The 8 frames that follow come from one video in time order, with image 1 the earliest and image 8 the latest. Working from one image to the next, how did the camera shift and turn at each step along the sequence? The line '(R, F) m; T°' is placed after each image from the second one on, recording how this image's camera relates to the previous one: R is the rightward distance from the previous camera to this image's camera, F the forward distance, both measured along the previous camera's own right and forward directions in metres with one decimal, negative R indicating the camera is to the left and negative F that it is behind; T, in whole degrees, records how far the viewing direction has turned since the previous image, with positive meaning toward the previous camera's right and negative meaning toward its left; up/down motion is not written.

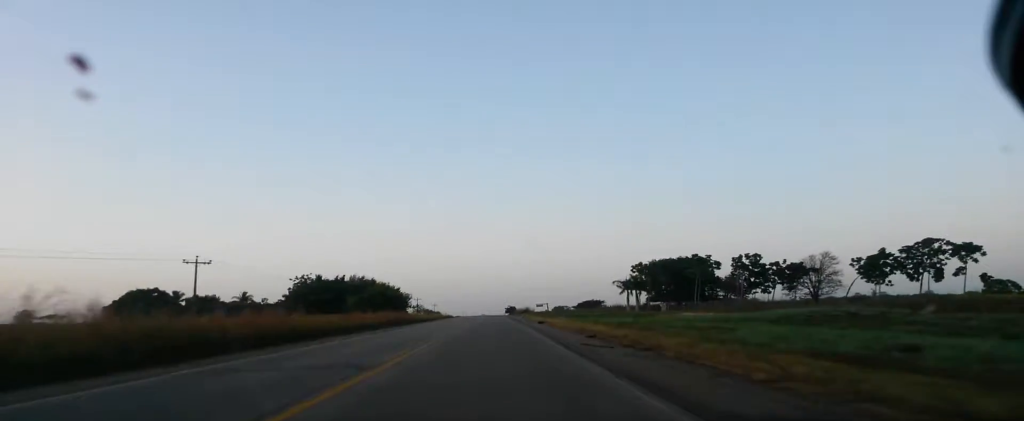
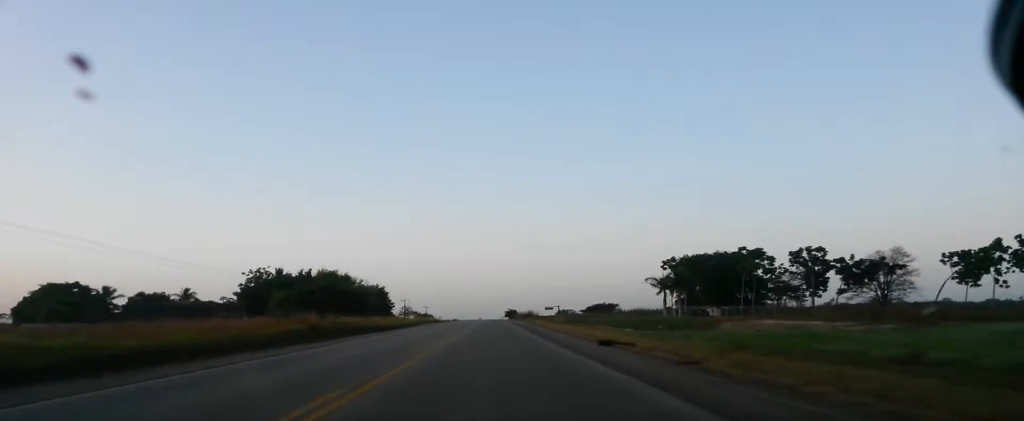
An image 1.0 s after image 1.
(0.0, +34.8) m; 0°
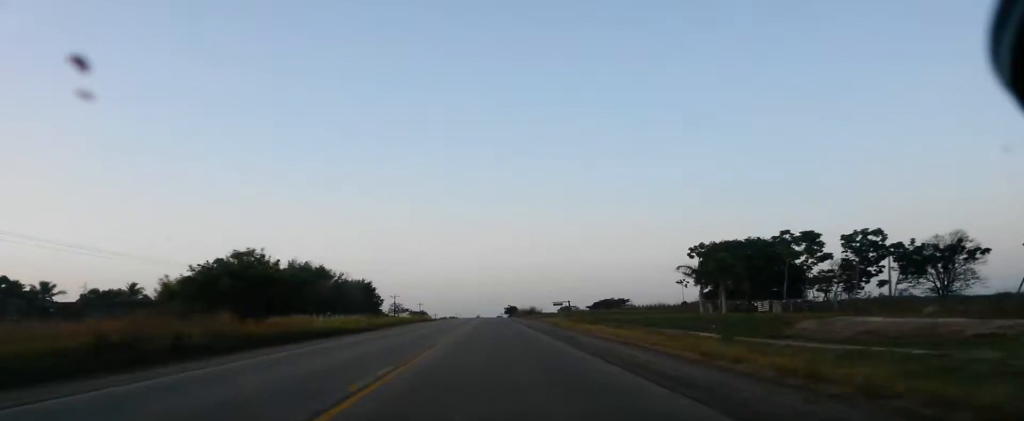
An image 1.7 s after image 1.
(0.0, +21.6) m; 0°
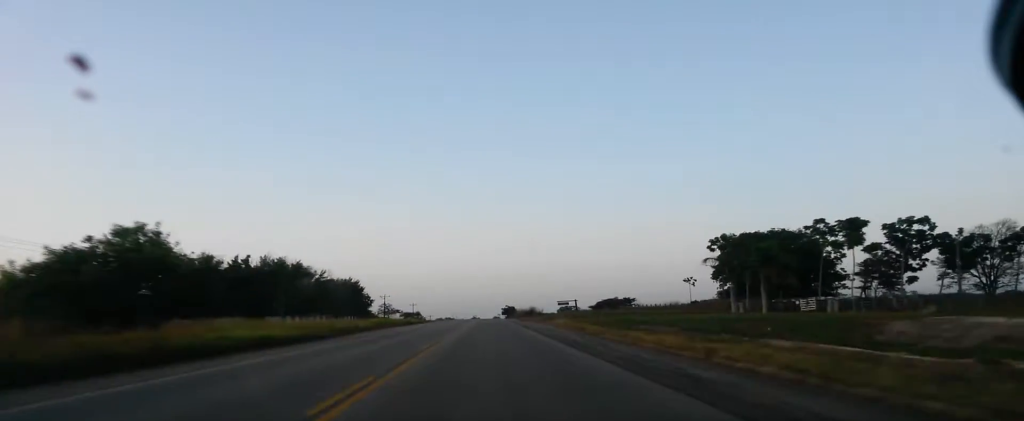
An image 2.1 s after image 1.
(0.0, +13.9) m; 0°
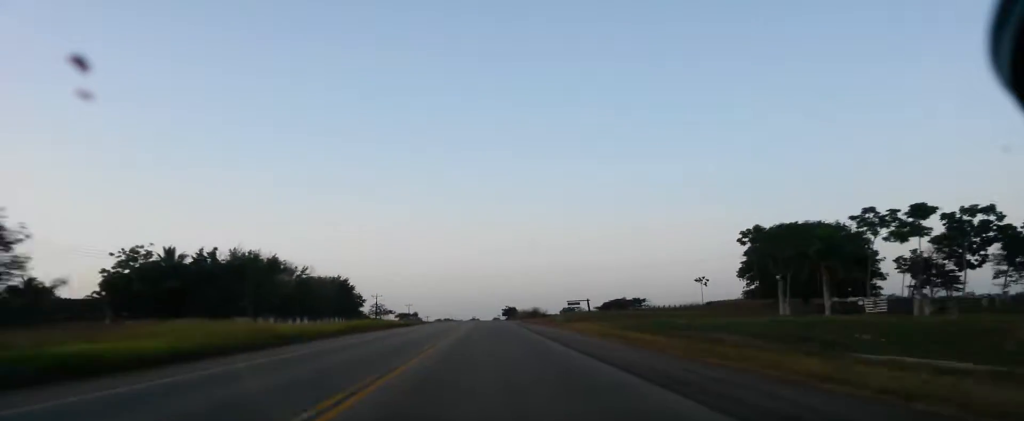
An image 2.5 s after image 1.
(0.0, +12.5) m; 0°
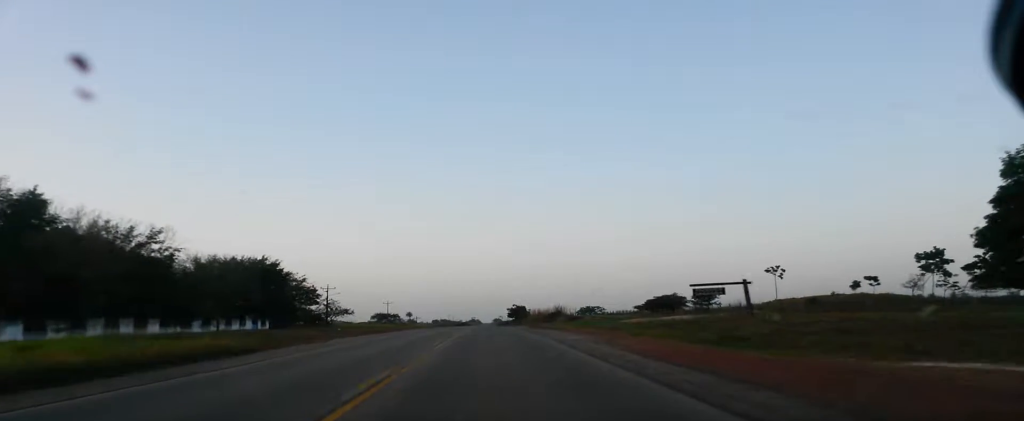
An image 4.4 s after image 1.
(0.0, +55.0) m; 0°
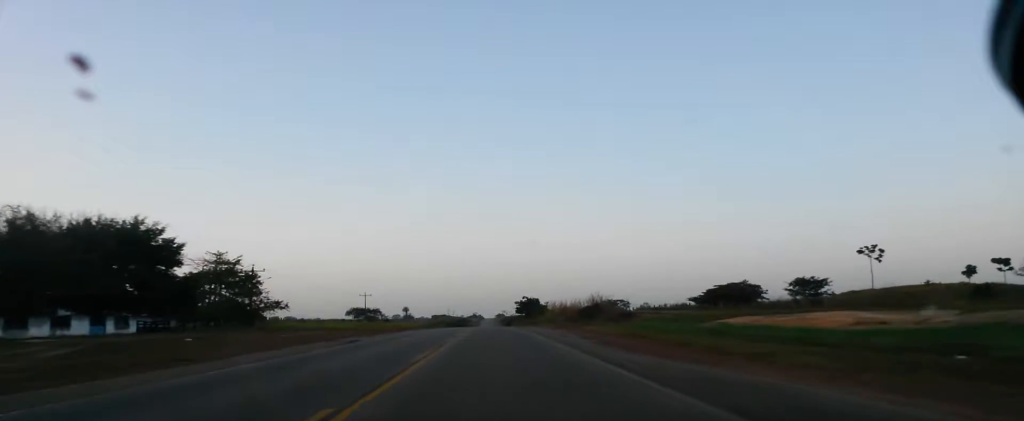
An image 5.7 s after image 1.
(-0.1, +37.1) m; 0°
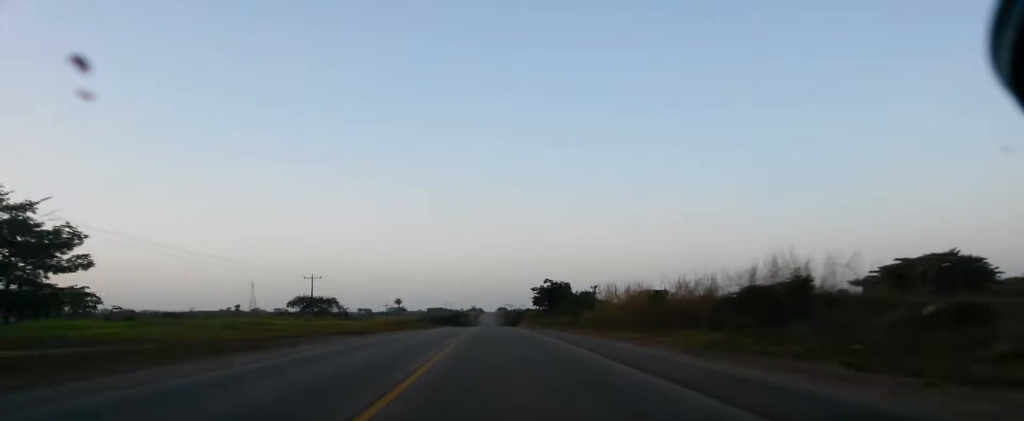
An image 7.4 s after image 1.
(0.0, +45.9) m; 0°
